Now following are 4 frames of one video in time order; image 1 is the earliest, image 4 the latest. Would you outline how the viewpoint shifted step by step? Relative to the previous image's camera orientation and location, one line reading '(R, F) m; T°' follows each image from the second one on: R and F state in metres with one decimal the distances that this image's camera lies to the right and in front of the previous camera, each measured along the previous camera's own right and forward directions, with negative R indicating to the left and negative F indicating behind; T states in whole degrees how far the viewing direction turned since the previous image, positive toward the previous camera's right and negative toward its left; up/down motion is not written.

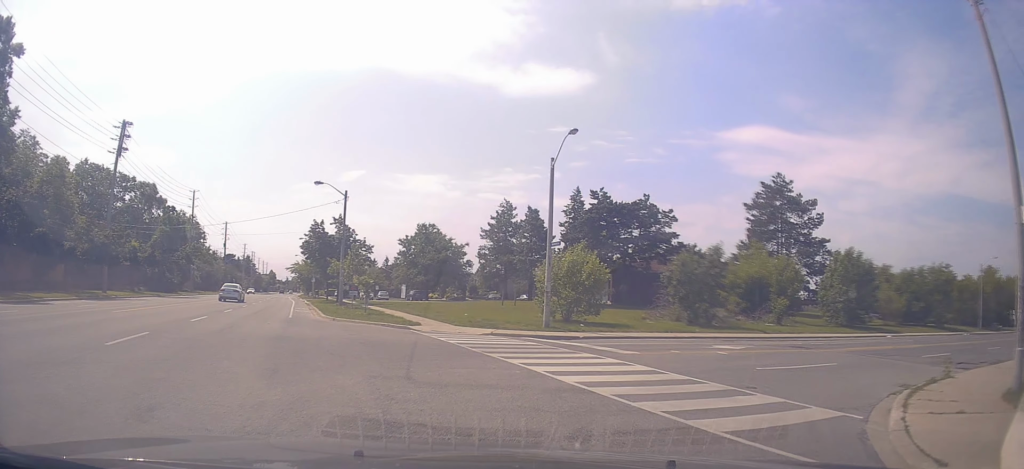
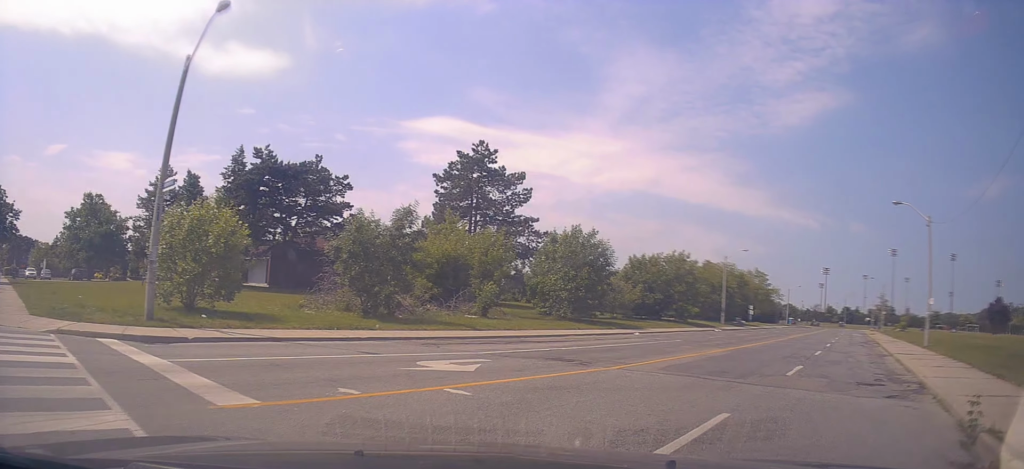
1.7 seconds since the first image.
(+1.9, +9.8) m; +29°
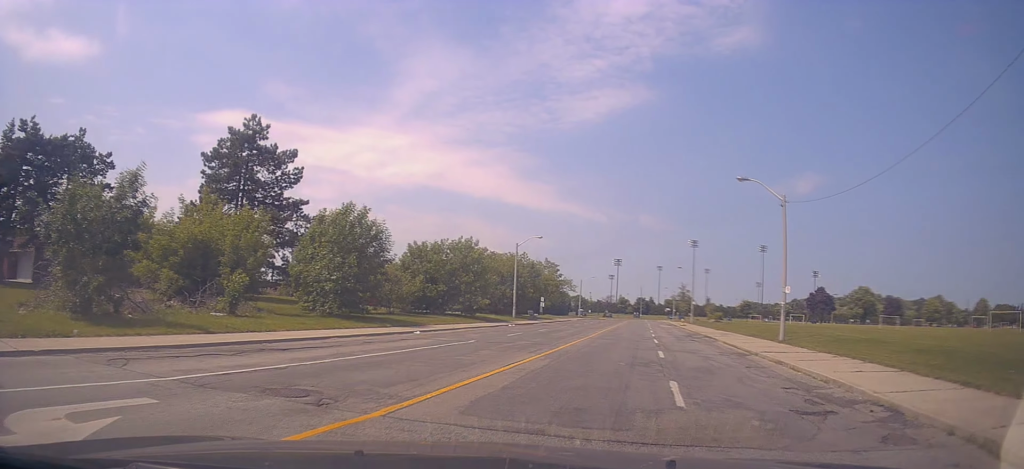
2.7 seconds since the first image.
(+0.9, +5.4) m; +24°
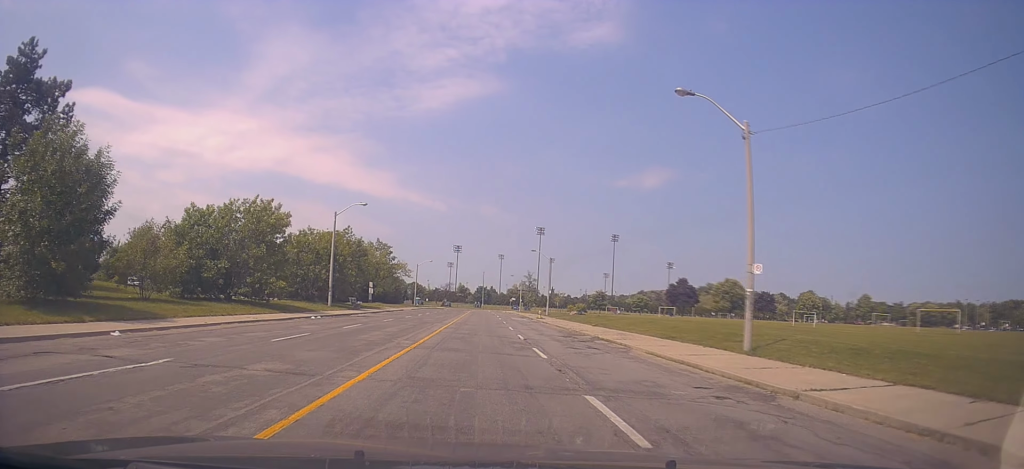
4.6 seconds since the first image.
(+3.7, +10.2) m; +27°
